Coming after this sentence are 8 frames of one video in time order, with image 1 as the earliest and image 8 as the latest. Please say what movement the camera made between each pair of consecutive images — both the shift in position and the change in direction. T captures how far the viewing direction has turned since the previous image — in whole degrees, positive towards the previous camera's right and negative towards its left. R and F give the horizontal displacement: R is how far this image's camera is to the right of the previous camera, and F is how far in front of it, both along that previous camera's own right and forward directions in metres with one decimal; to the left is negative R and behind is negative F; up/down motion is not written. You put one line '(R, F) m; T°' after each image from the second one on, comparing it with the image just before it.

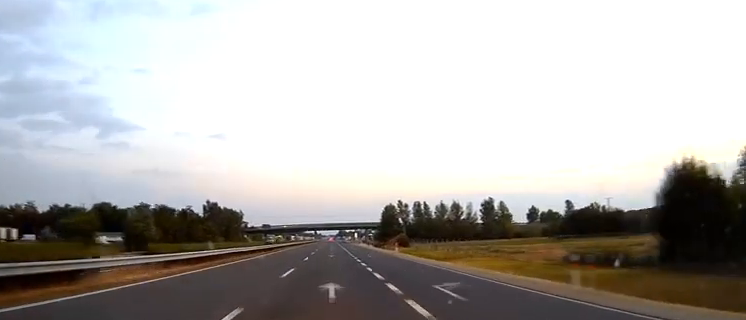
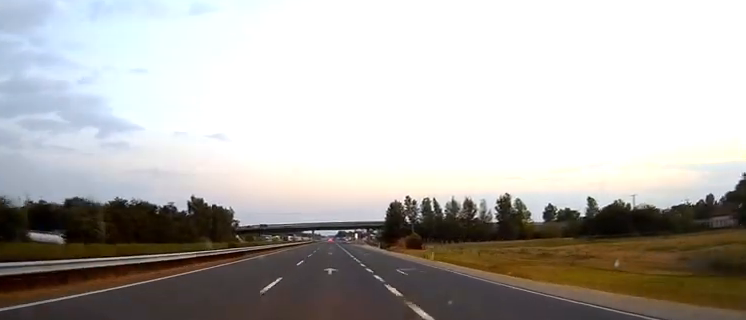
(-0.1, +27.6) m; 0°
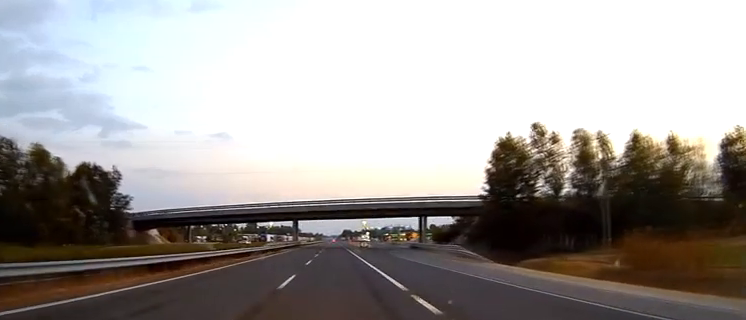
(-0.1, +75.3) m; 0°
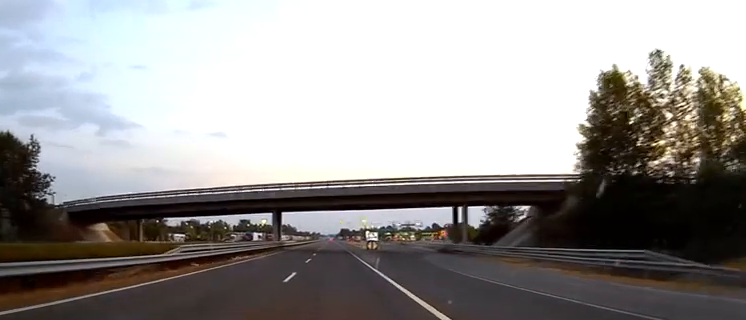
(+0.1, +41.0) m; 0°
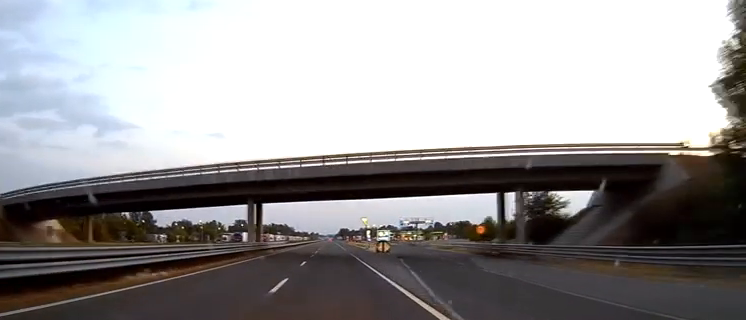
(0.0, +25.0) m; 0°
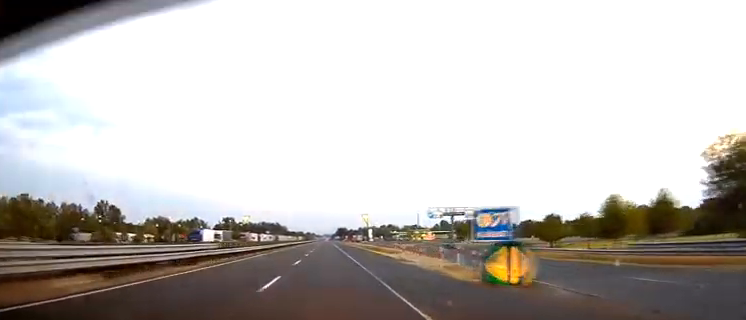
(+0.1, +57.4) m; 0°
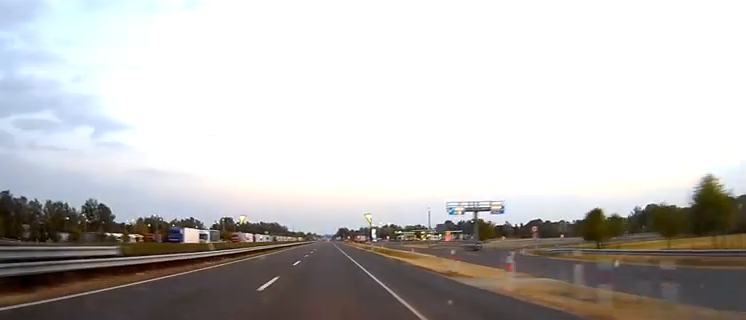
(0.0, +18.9) m; 0°
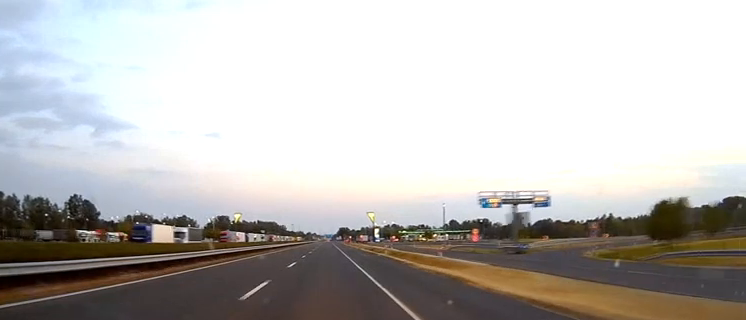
(0.0, +21.9) m; 0°
